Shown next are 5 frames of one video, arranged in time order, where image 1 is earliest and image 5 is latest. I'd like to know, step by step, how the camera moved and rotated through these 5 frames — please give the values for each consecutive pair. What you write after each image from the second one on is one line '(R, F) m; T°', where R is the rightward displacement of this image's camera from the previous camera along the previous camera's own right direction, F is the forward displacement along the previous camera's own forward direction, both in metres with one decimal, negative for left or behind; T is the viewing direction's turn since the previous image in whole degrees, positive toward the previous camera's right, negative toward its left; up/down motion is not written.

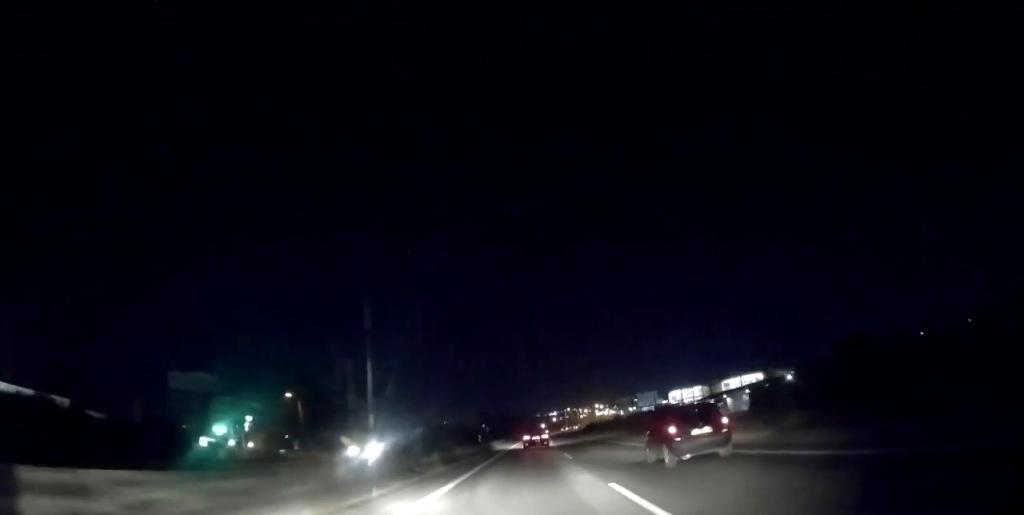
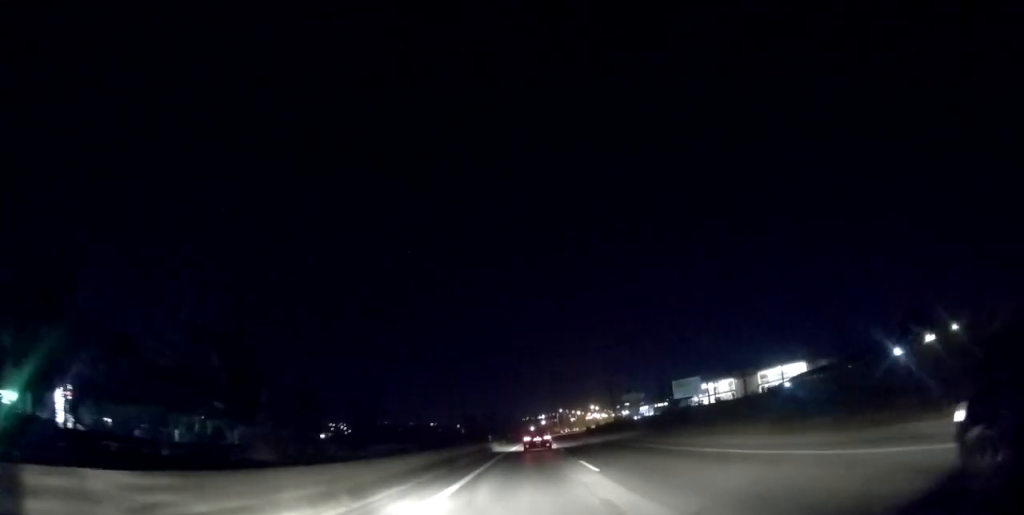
(-0.5, +44.2) m; +1°
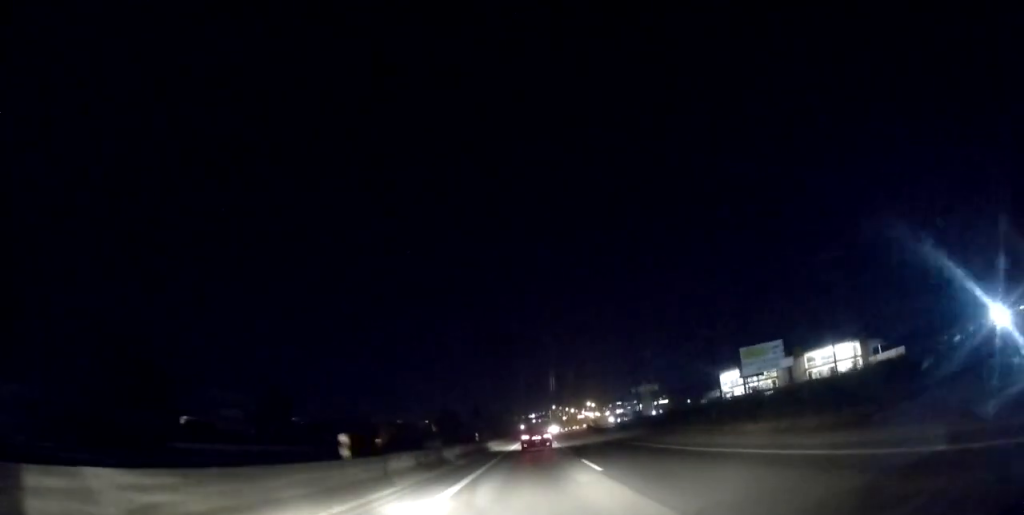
(+1.0, +36.1) m; 0°
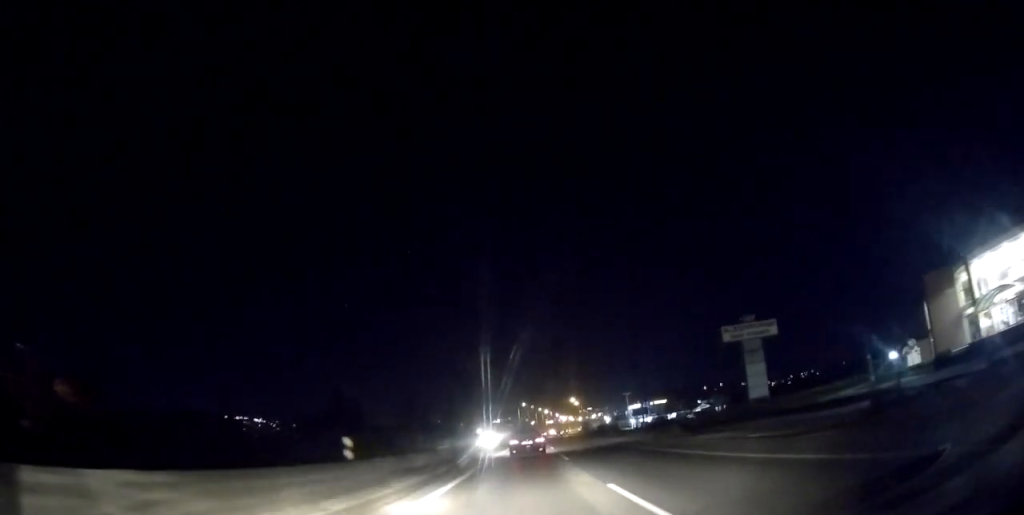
(+4.3, +98.7) m; +3°
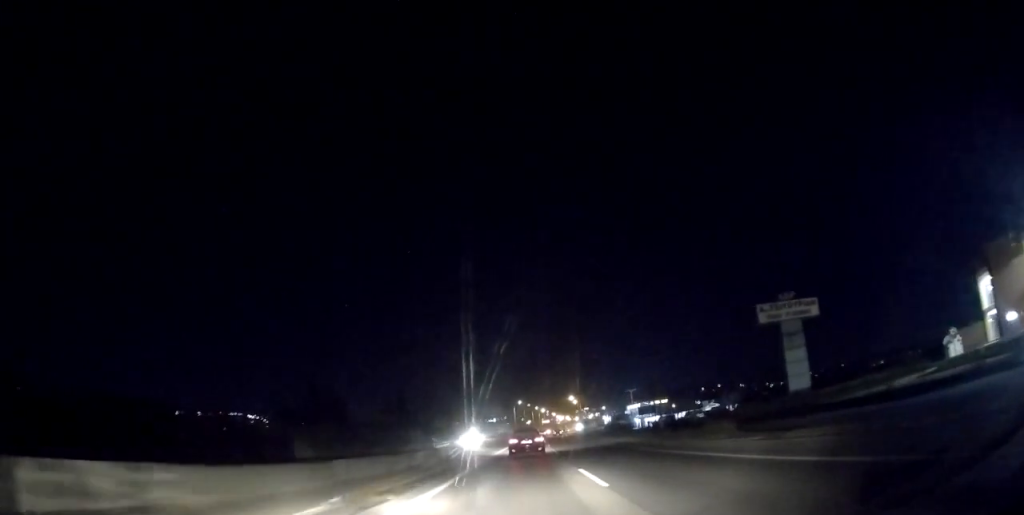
(-0.1, +12.7) m; 0°
